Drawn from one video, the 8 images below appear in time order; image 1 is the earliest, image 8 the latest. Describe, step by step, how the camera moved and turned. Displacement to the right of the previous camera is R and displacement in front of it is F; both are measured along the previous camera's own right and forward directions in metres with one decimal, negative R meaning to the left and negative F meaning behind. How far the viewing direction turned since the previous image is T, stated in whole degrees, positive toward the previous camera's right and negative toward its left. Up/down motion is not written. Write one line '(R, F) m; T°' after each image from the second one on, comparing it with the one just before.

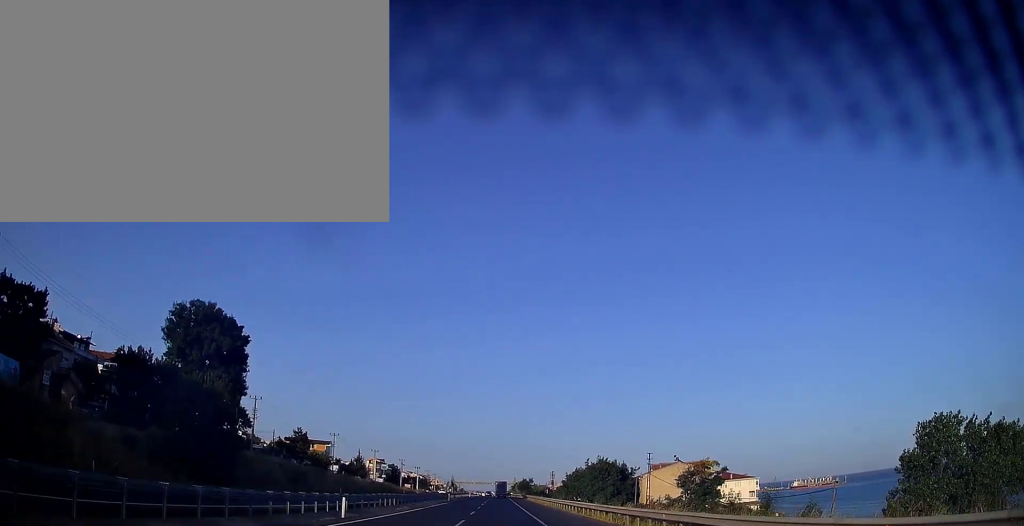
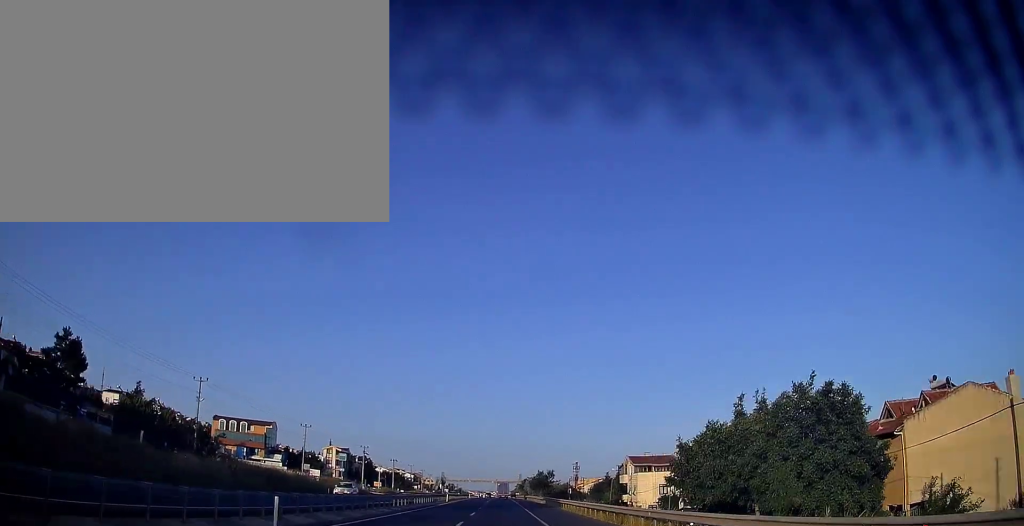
(-0.2, +60.0) m; -1°
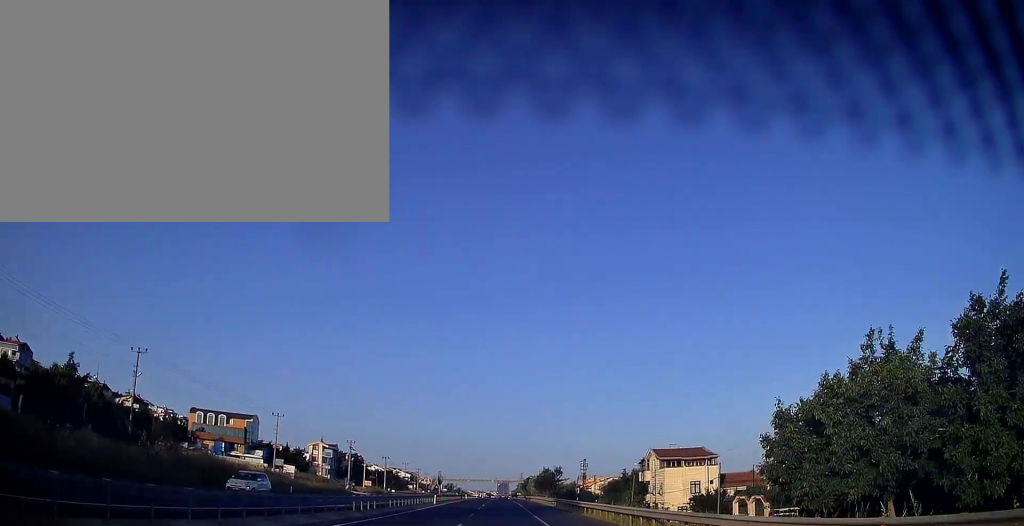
(-0.1, +13.8) m; 0°
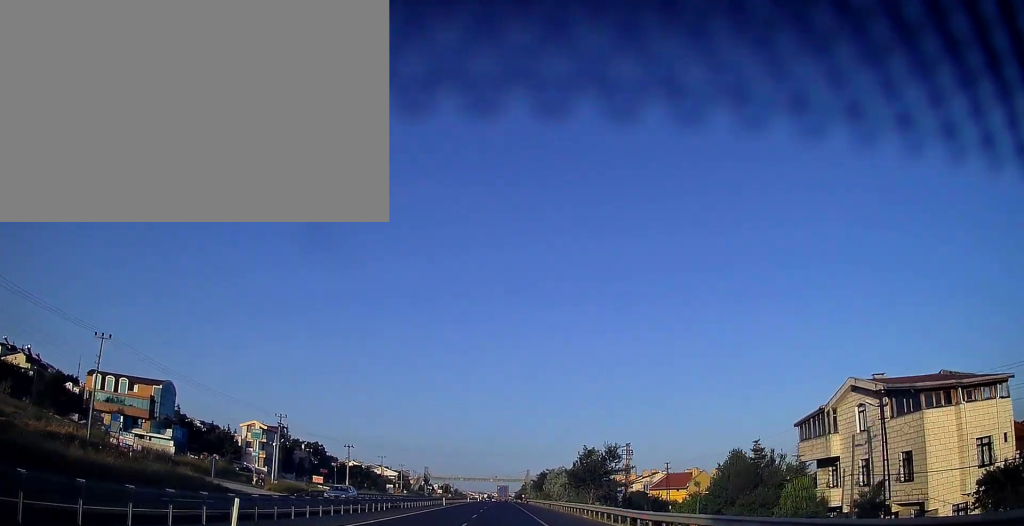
(+0.2, +45.1) m; 0°
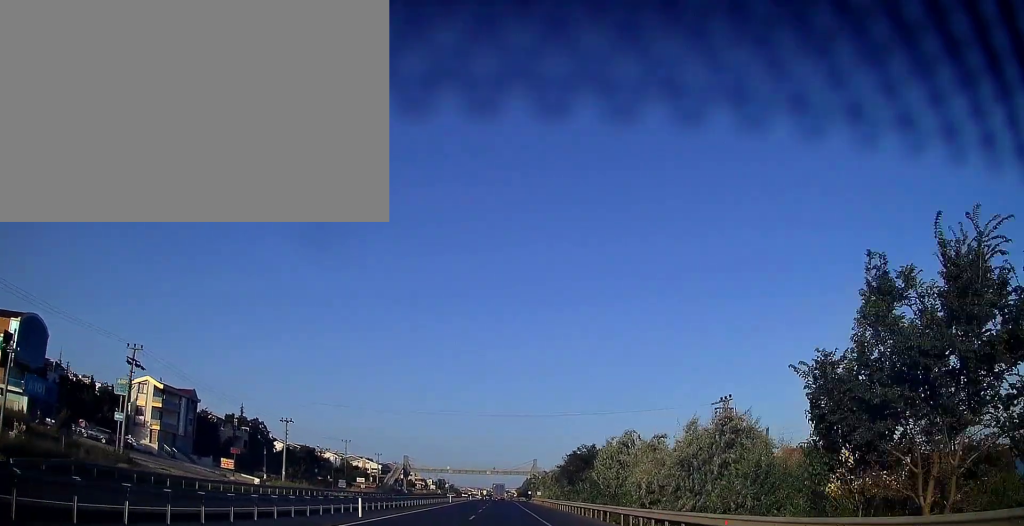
(-0.2, +41.0) m; 0°
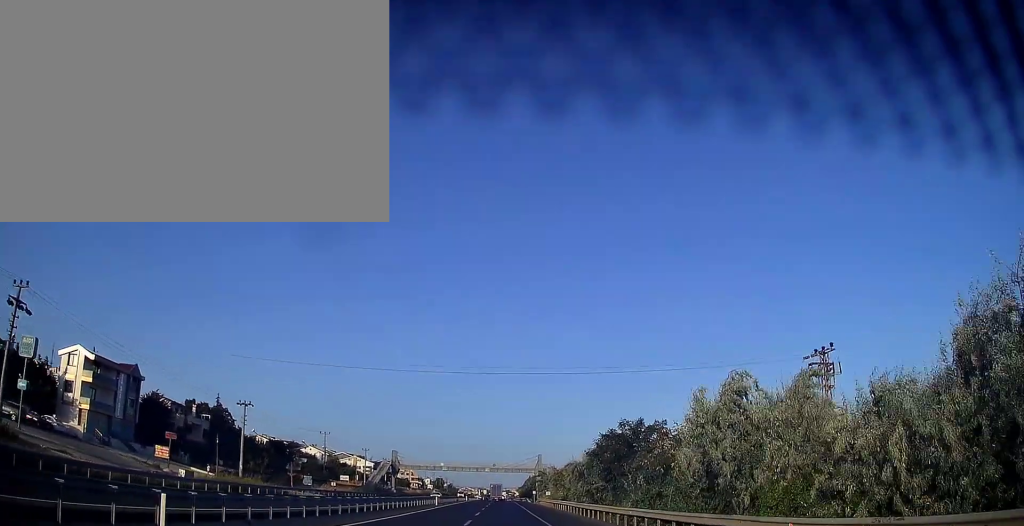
(0.0, +16.6) m; 0°
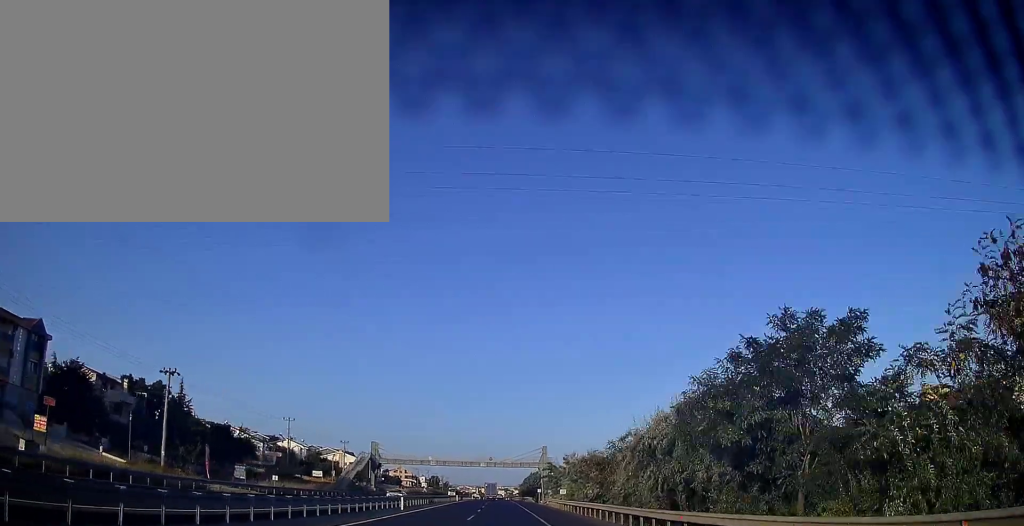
(+0.1, +19.6) m; 0°
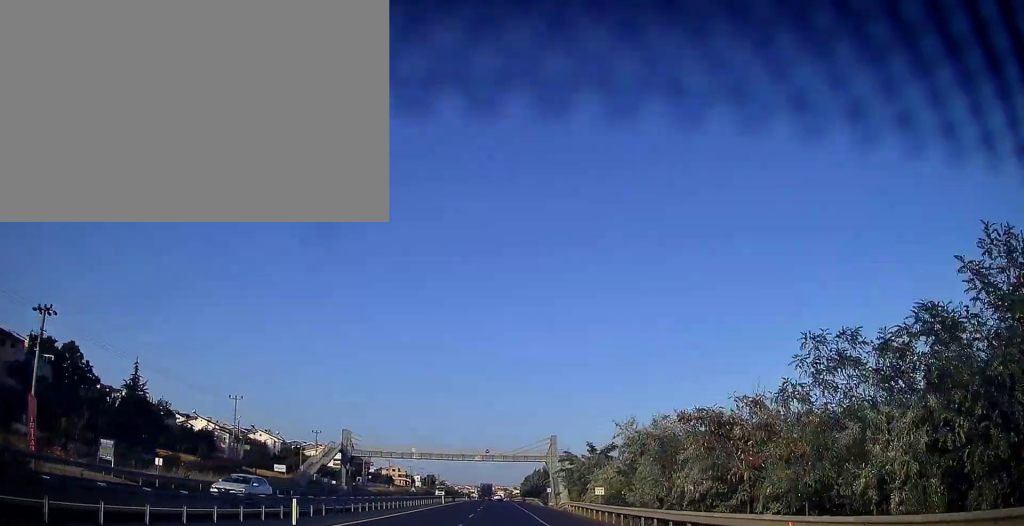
(0.0, +20.6) m; 0°
